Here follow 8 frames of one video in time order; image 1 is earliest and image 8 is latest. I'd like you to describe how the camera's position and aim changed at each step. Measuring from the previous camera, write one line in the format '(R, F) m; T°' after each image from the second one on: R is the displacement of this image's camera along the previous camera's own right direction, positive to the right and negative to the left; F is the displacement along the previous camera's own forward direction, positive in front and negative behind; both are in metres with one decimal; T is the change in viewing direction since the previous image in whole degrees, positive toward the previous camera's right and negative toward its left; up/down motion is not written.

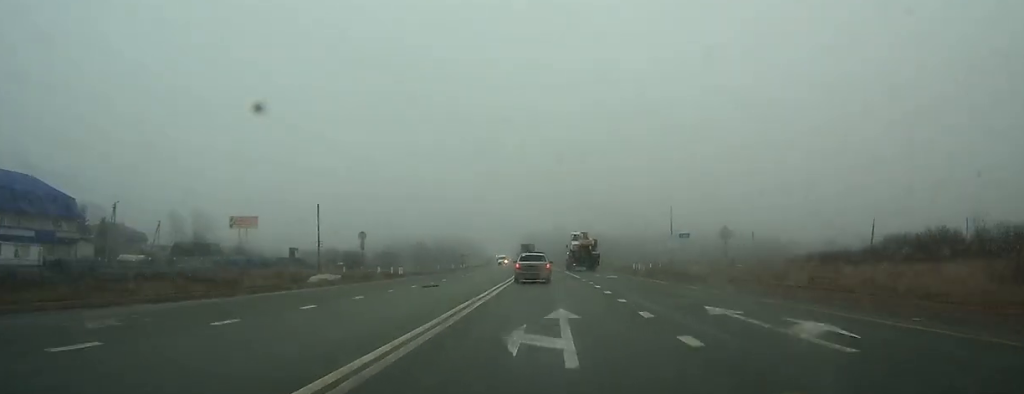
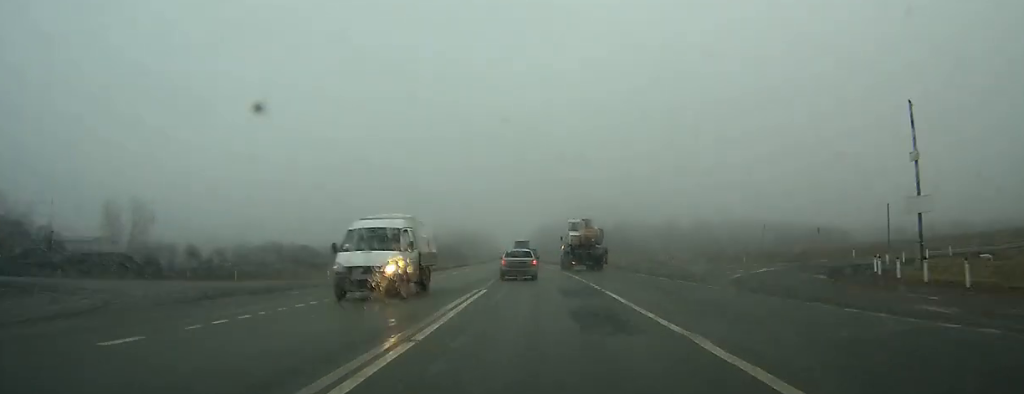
(-0.3, +59.8) m; -1°
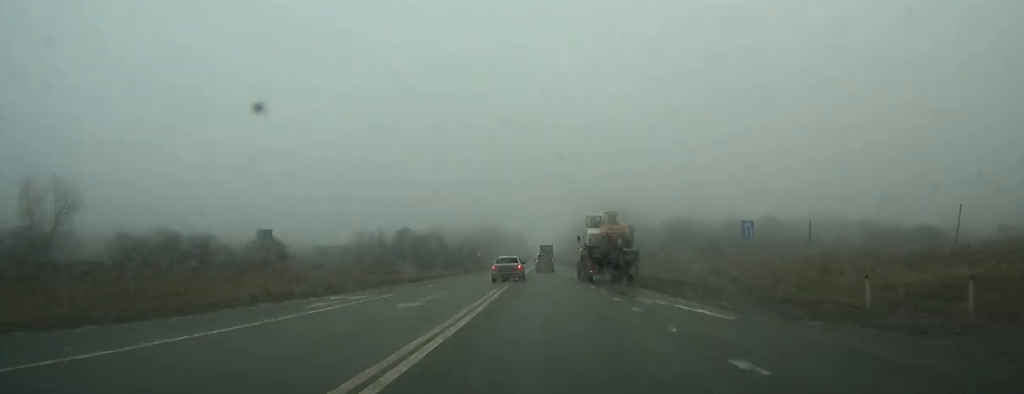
(-1.8, +62.9) m; -3°
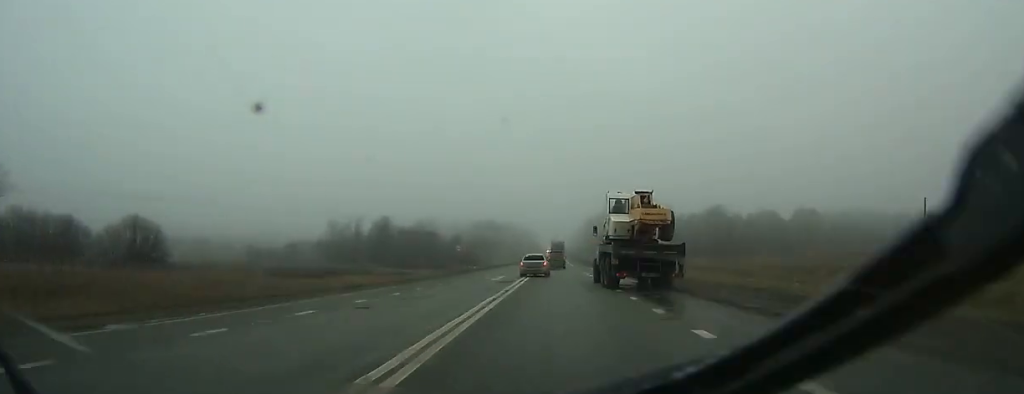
(-0.3, +33.2) m; -1°
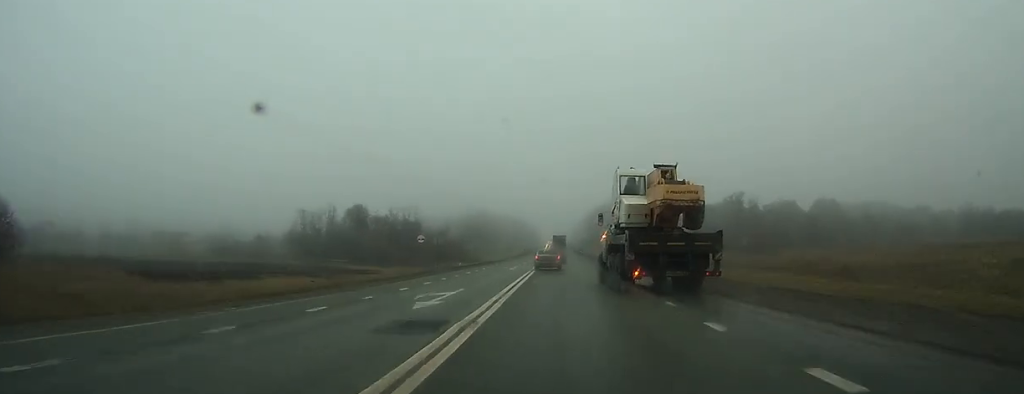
(-0.1, +19.3) m; 0°
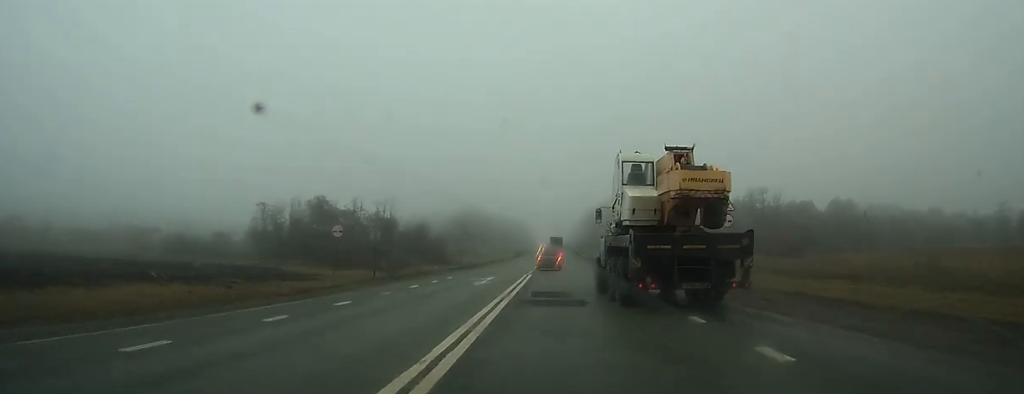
(0.0, +18.6) m; 0°
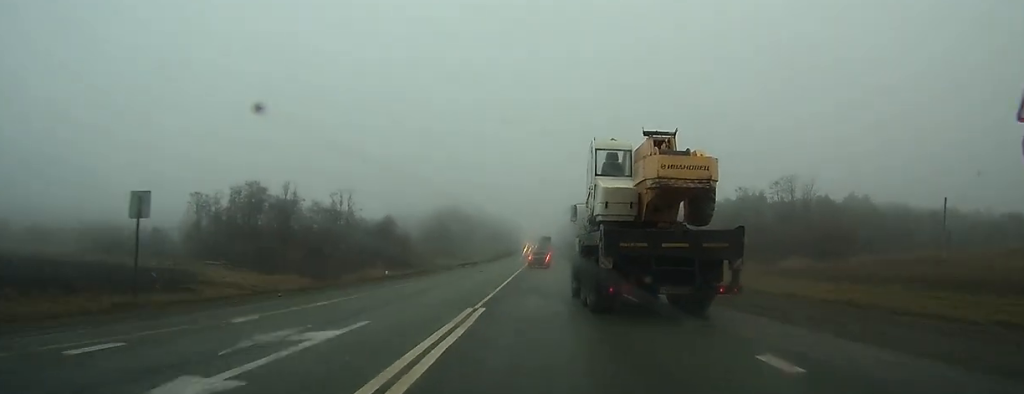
(-0.1, +23.2) m; 0°
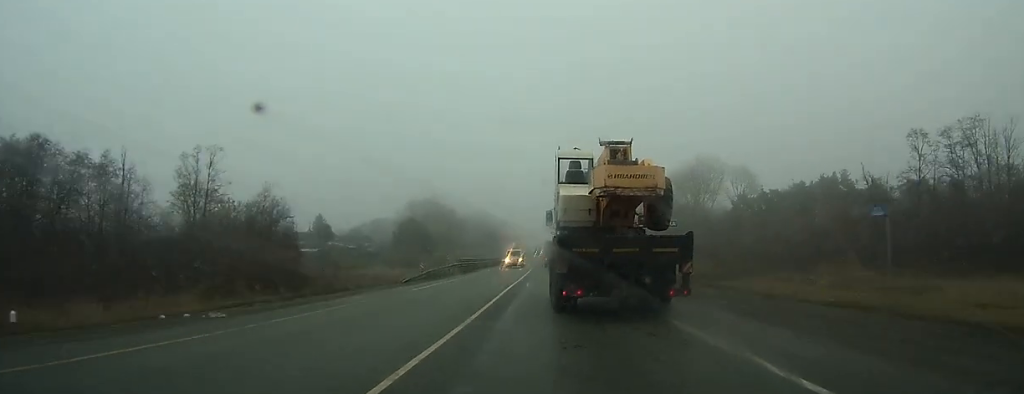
(+0.3, +52.8) m; 0°
